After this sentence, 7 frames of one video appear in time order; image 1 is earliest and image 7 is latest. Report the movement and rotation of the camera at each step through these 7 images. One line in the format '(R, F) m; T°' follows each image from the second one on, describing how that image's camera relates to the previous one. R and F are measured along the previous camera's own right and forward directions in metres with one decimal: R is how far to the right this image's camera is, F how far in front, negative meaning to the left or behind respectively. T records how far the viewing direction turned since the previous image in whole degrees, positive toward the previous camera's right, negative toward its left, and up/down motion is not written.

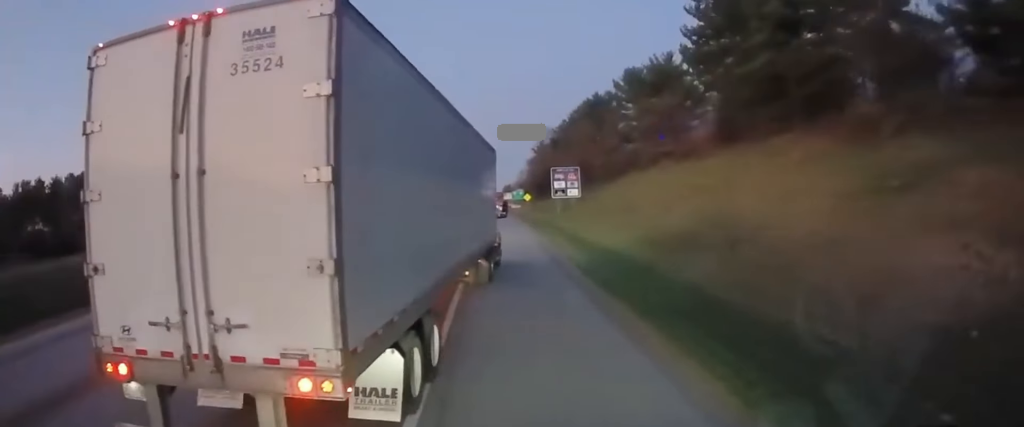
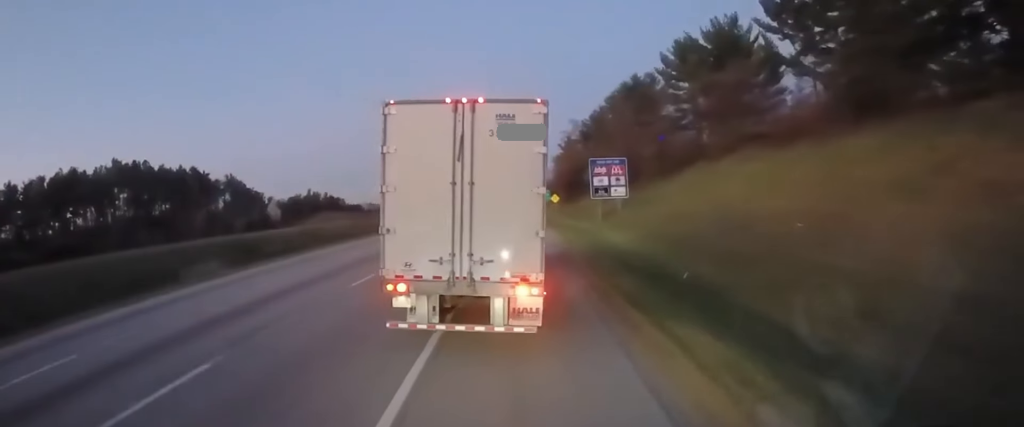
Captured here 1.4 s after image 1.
(+0.6, +23.0) m; 0°
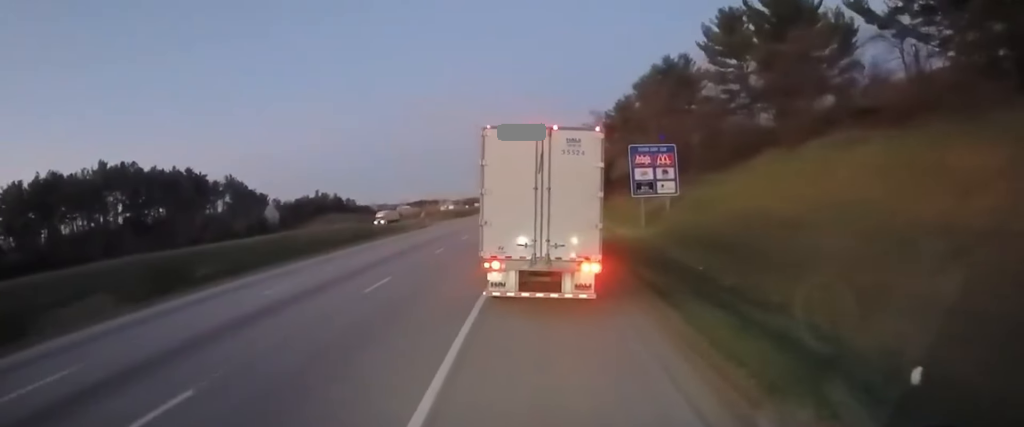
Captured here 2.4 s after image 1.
(-0.5, +13.6) m; -5°
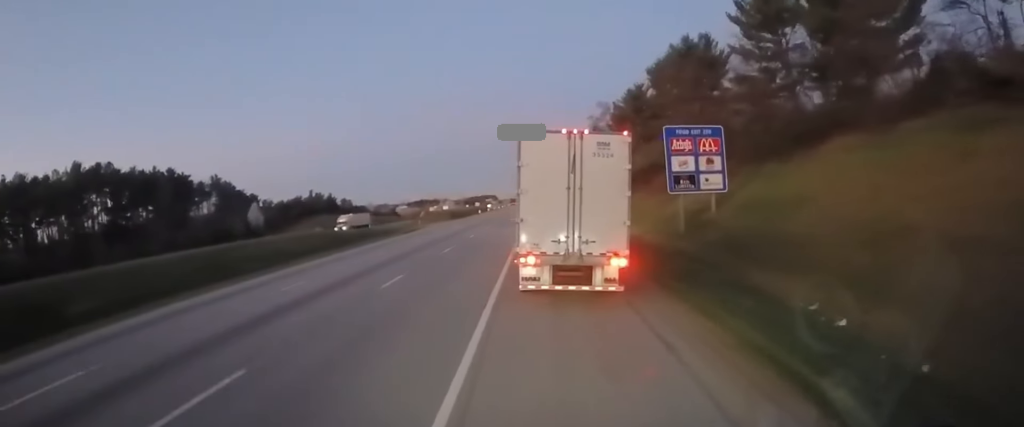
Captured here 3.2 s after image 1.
(-0.5, +10.1) m; -1°
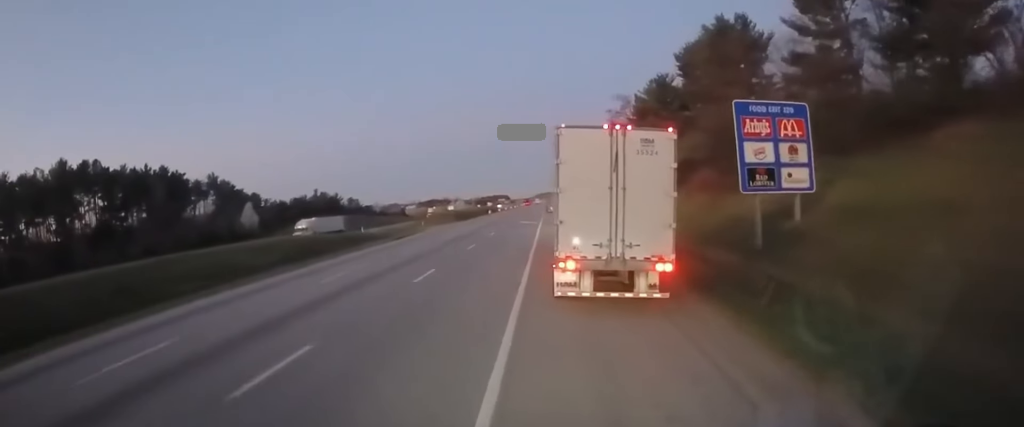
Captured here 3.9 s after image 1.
(0.0, +8.6) m; 0°
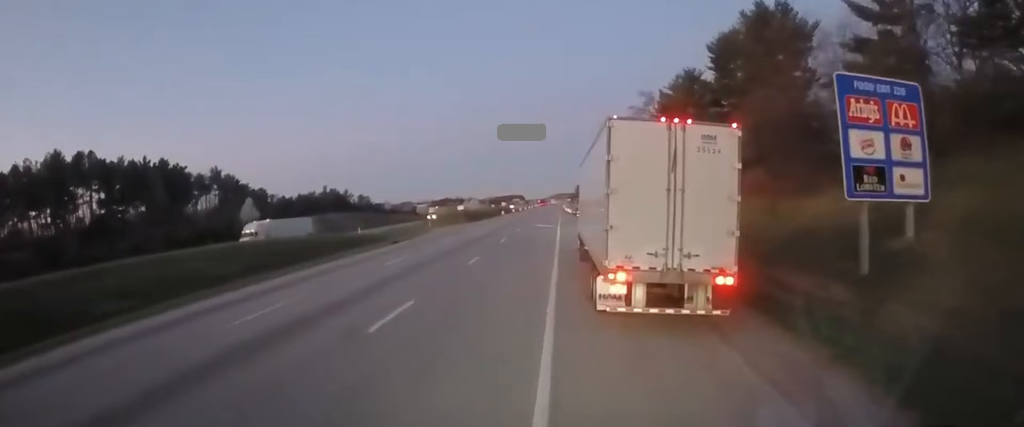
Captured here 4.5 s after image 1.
(+0.3, +6.5) m; 0°
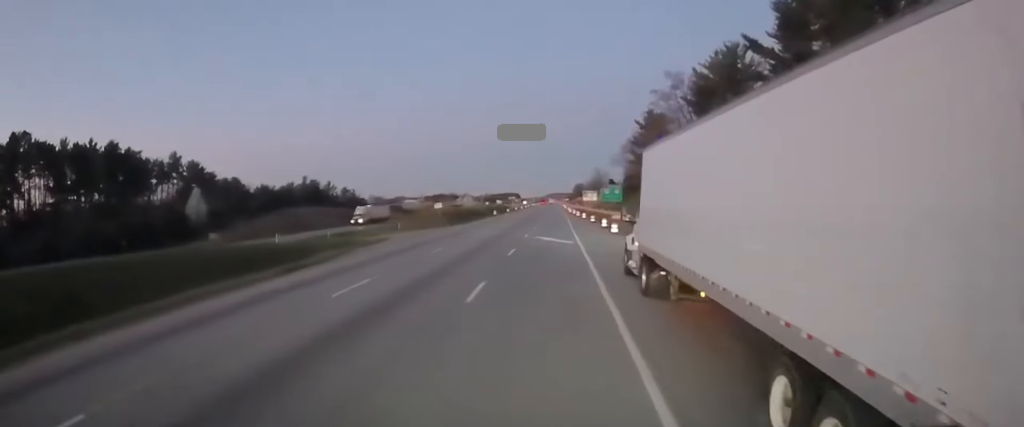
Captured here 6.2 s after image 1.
(-0.5, +19.2) m; +1°
